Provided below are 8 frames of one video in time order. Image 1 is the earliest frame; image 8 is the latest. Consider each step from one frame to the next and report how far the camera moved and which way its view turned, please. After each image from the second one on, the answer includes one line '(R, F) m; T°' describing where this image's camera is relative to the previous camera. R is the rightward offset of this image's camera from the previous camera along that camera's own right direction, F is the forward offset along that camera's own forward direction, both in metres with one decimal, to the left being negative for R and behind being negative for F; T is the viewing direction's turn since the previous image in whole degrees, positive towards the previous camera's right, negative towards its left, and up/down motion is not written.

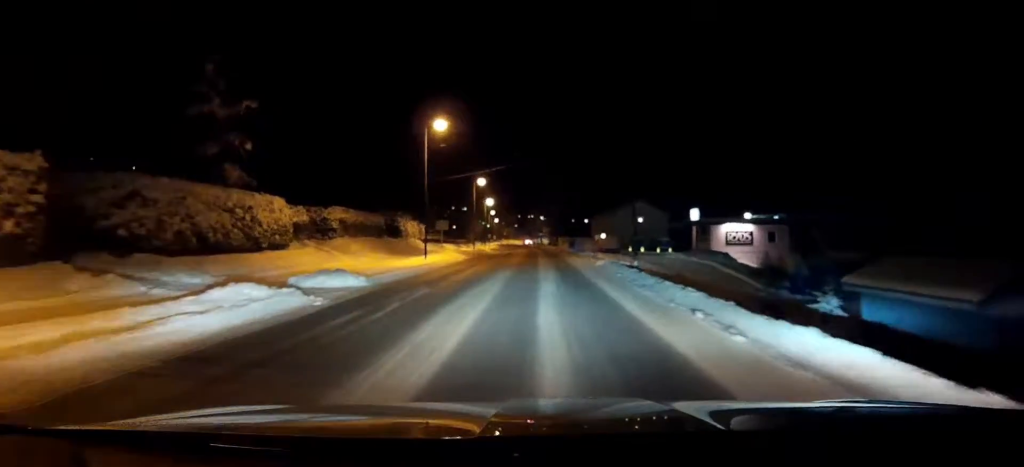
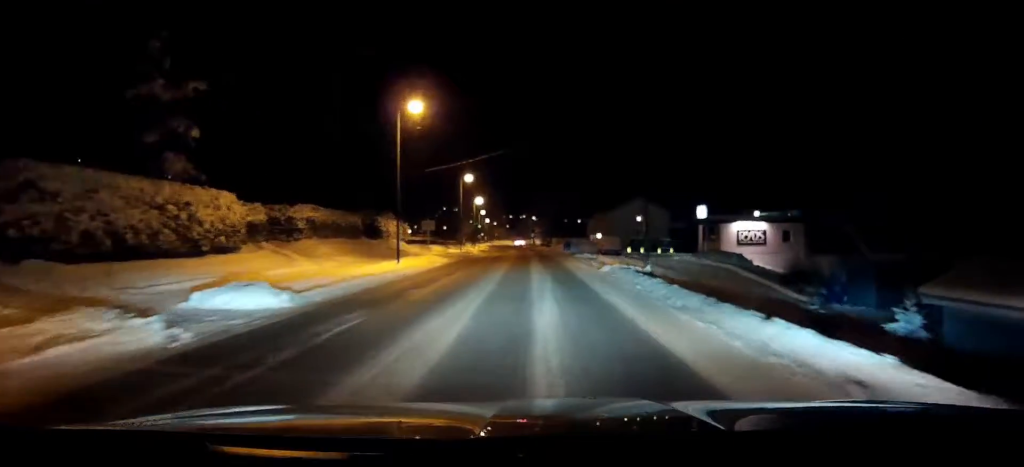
(+0.1, +5.5) m; +1°
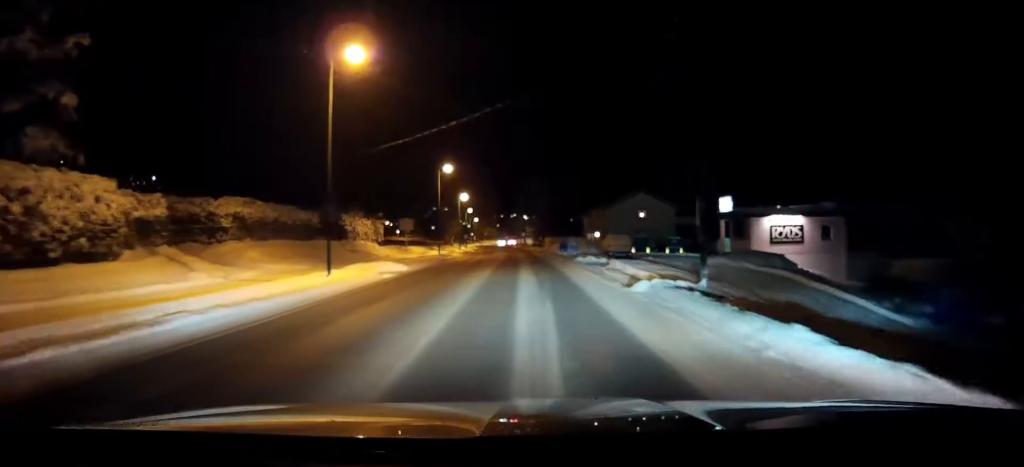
(+0.1, +9.6) m; +1°
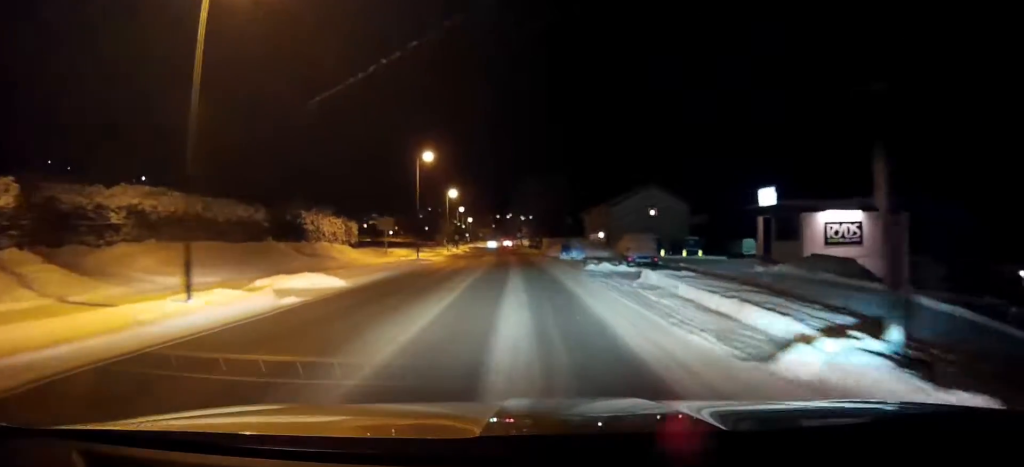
(+0.1, +9.2) m; 0°
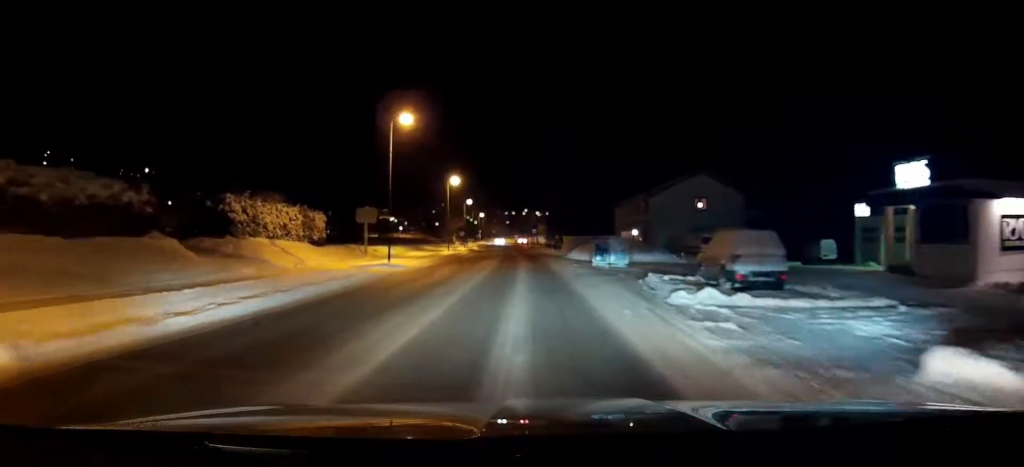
(-0.2, +14.3) m; -1°
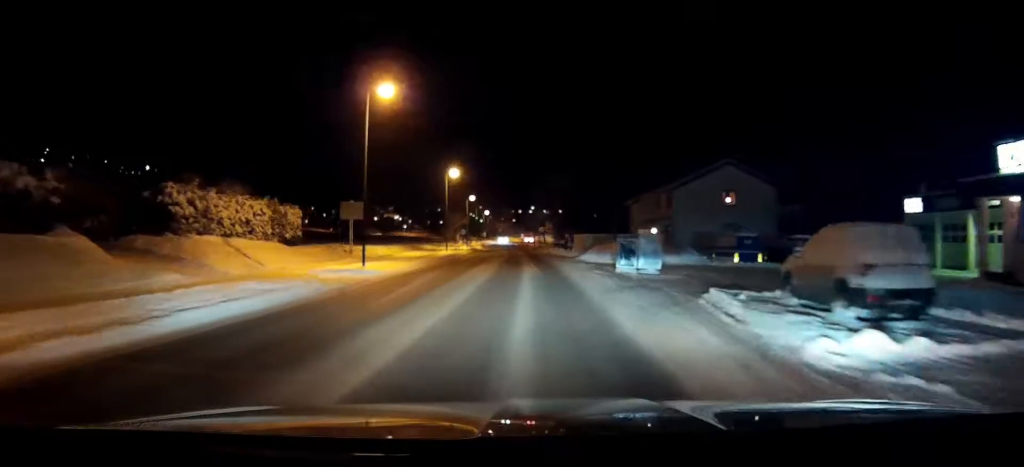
(0.0, +6.4) m; 0°
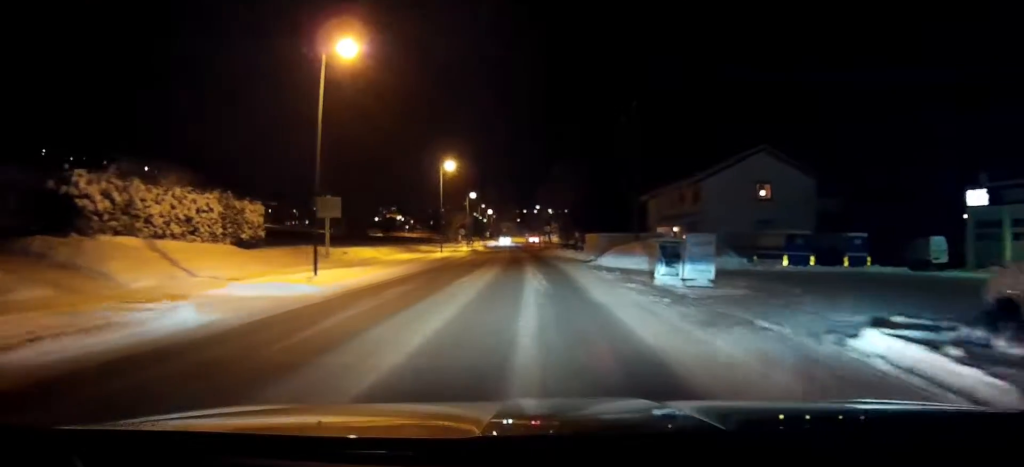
(0.0, +6.7) m; 0°
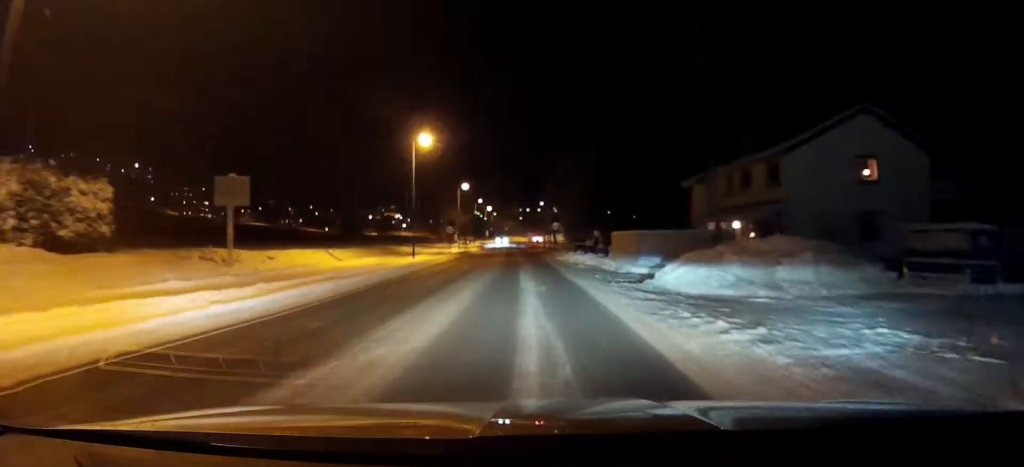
(-0.1, +14.3) m; -1°
